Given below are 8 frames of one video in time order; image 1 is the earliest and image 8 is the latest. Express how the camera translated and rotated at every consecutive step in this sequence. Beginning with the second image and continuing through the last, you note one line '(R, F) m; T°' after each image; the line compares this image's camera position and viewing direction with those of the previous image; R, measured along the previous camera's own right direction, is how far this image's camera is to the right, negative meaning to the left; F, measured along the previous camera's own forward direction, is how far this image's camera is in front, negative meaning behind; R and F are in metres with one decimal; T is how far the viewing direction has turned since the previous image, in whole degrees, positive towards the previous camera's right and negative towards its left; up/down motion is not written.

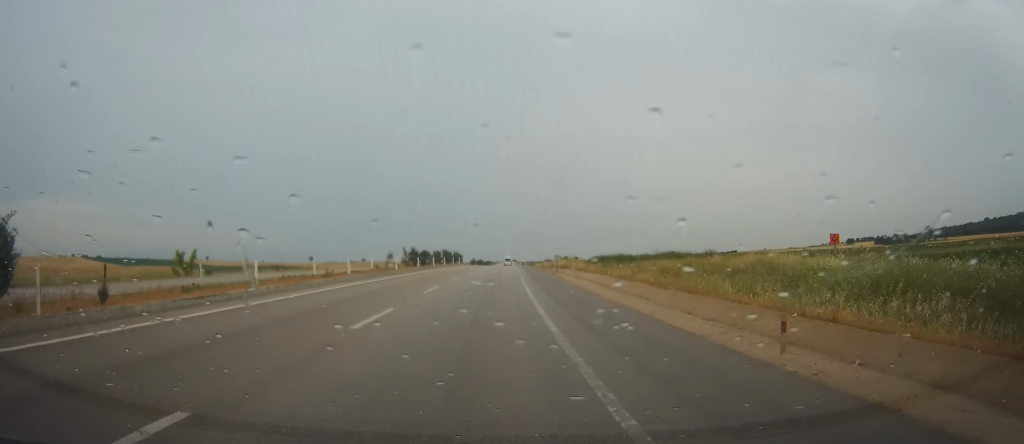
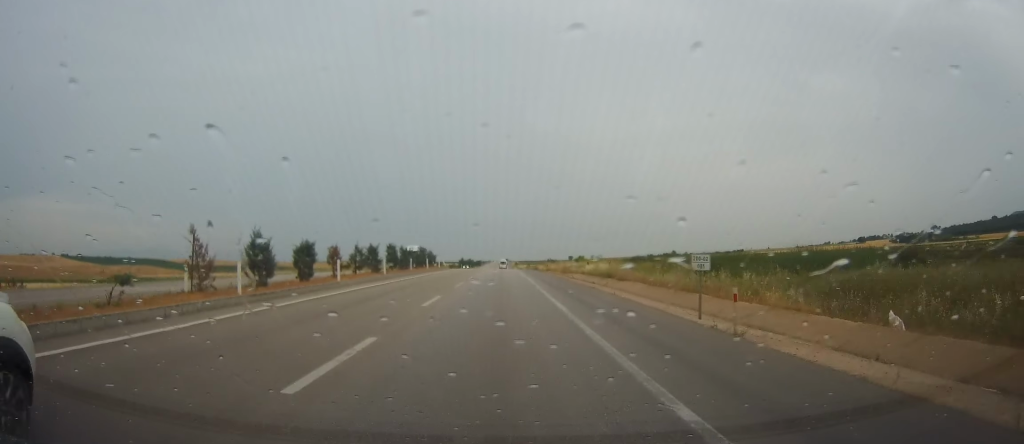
(+0.1, +40.0) m; 0°
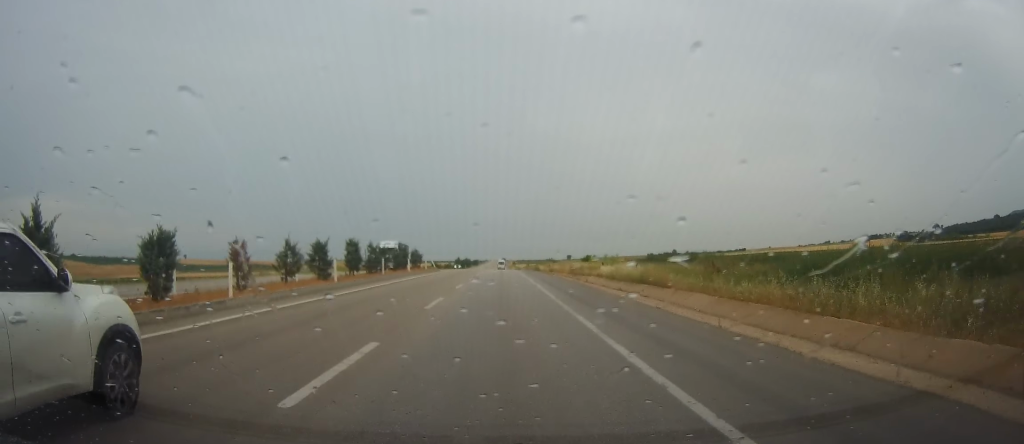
(0.0, +11.5) m; 0°
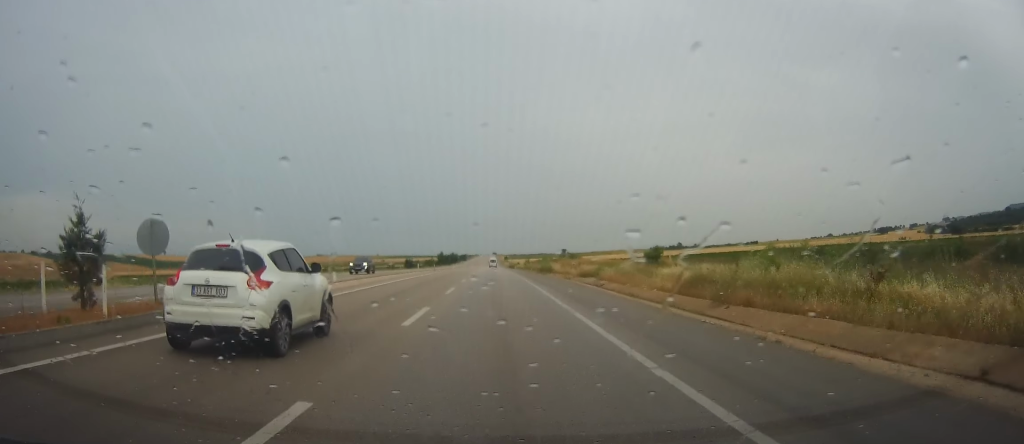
(-0.1, +50.0) m; 0°
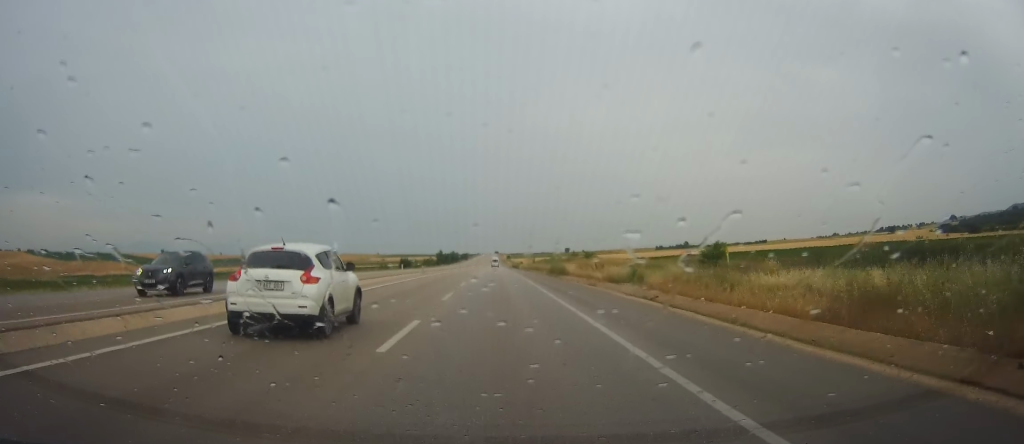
(0.0, +14.9) m; 0°
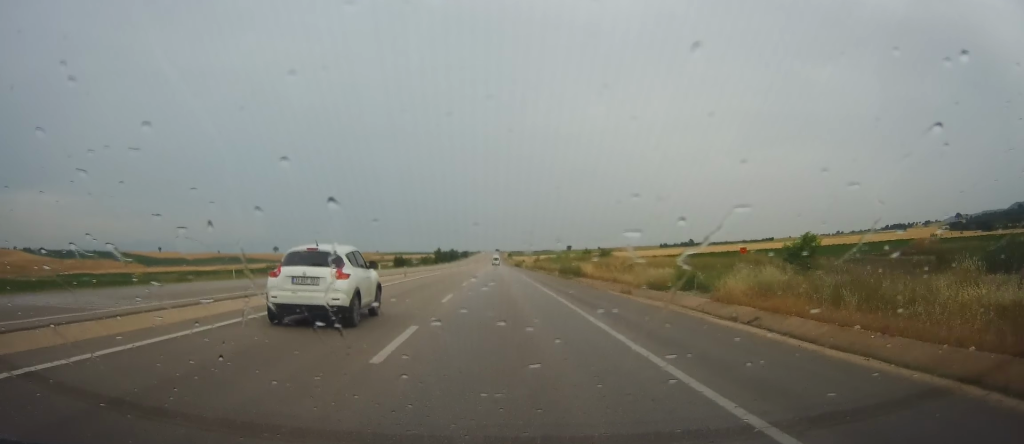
(-0.1, +12.7) m; +1°
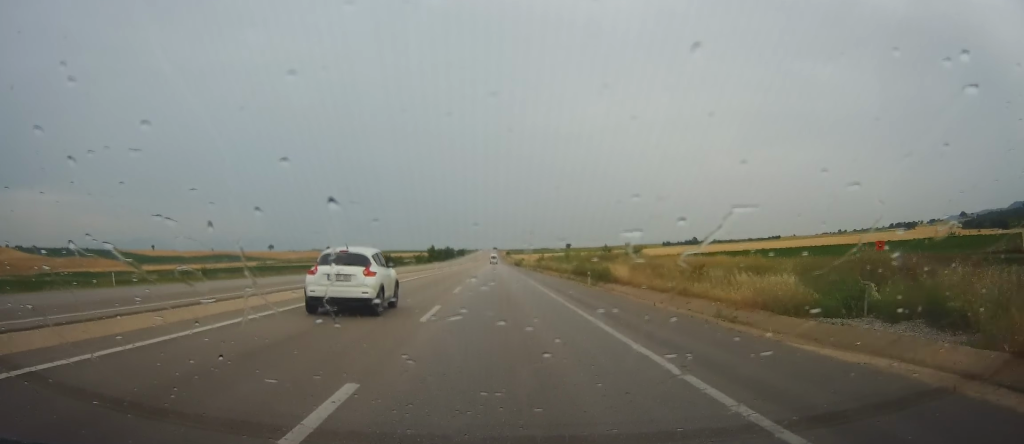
(+0.3, +17.2) m; 0°
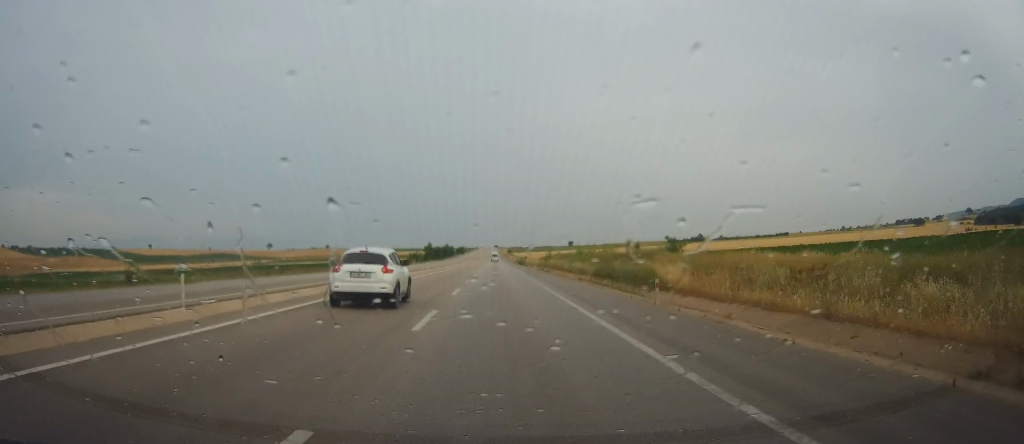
(0.0, +12.8) m; 0°
